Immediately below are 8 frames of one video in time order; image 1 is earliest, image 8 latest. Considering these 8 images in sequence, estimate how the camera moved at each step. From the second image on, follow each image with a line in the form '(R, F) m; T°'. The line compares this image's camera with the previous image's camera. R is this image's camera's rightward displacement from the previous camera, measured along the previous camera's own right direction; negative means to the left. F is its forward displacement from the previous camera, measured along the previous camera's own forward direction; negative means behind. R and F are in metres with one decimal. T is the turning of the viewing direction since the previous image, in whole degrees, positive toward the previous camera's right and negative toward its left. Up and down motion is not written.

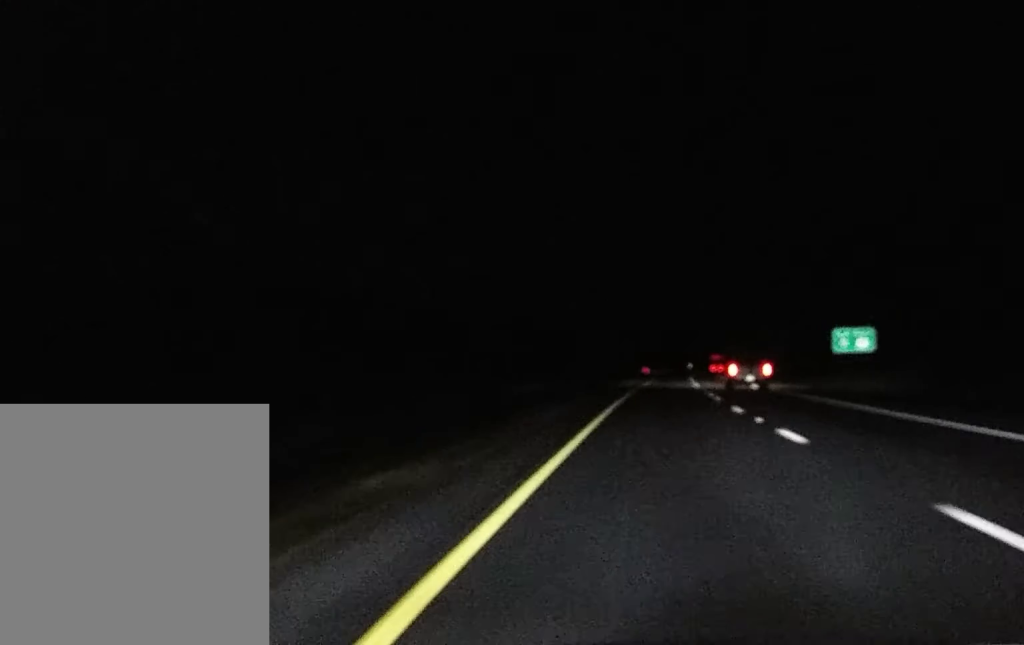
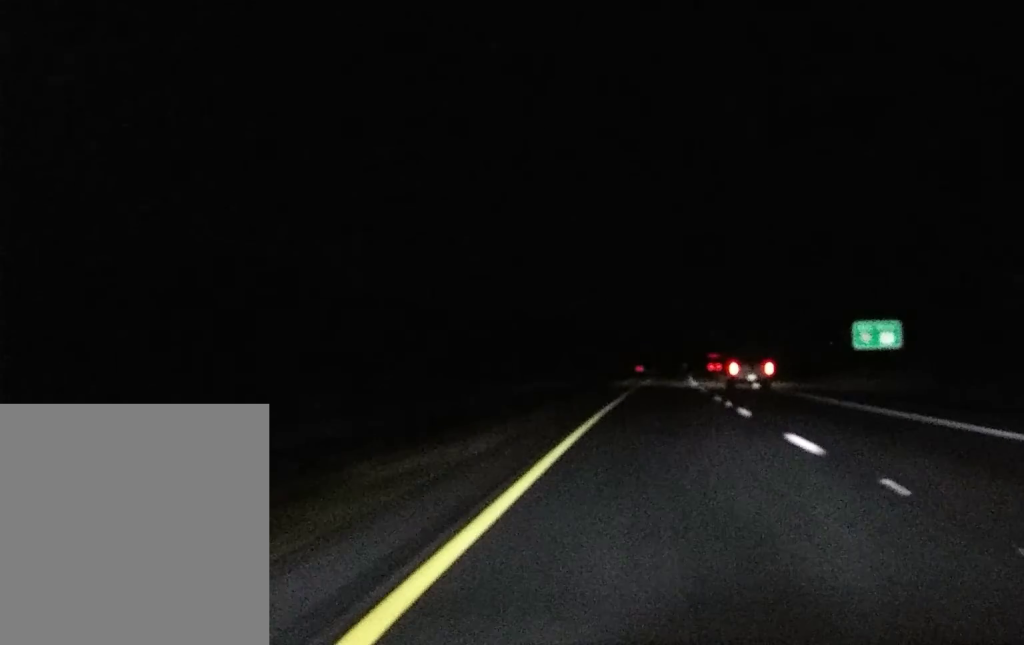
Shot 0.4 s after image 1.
(0.0, +19.8) m; 0°
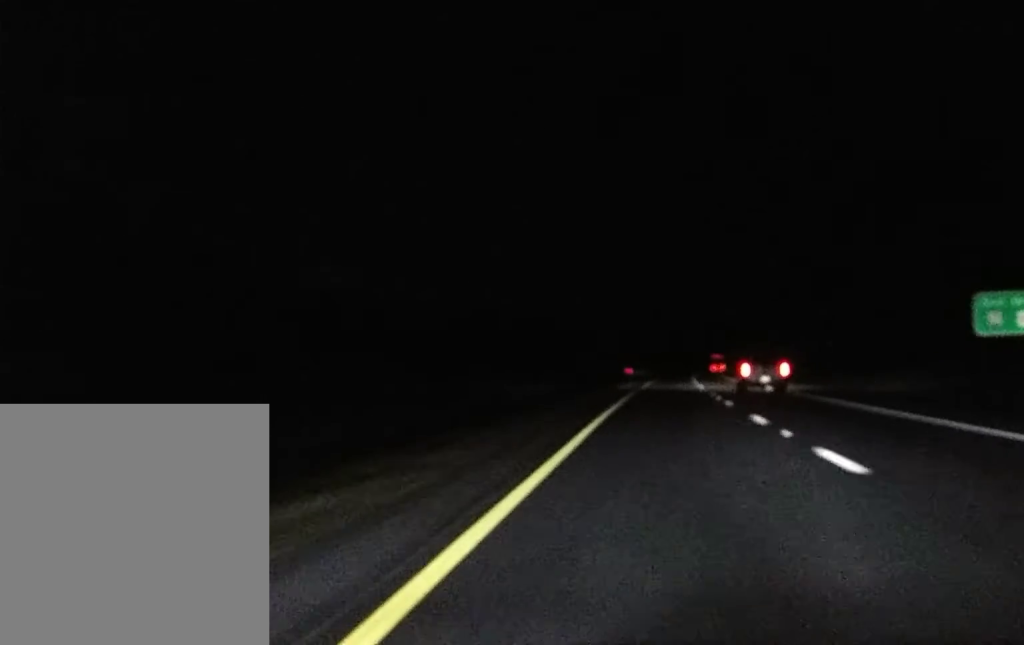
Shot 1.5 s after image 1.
(+0.3, +48.9) m; +1°
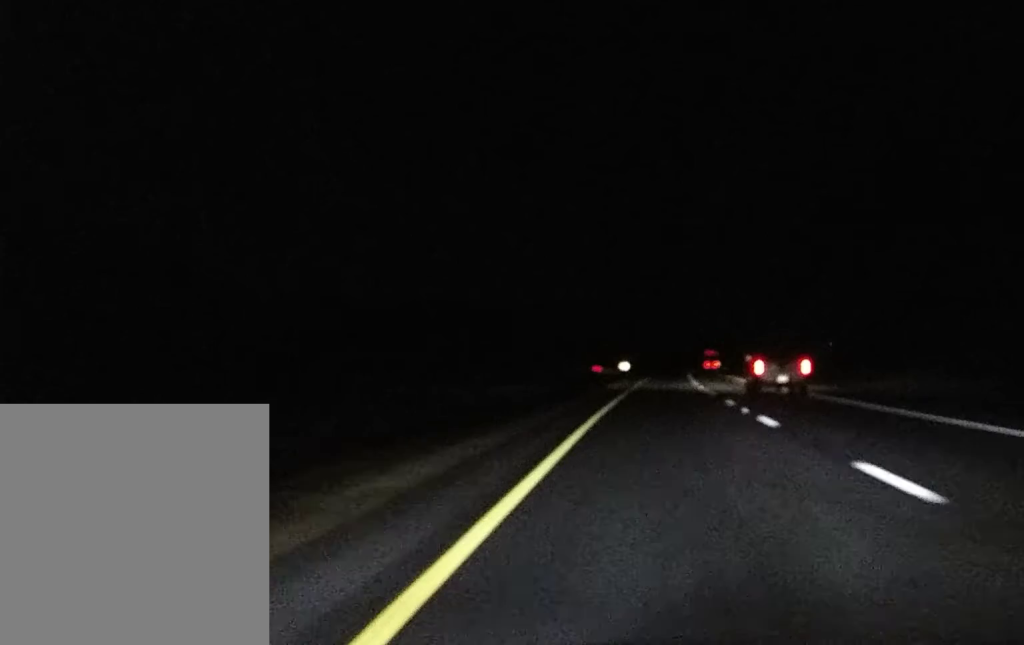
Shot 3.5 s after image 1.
(+1.9, +74.0) m; +2°
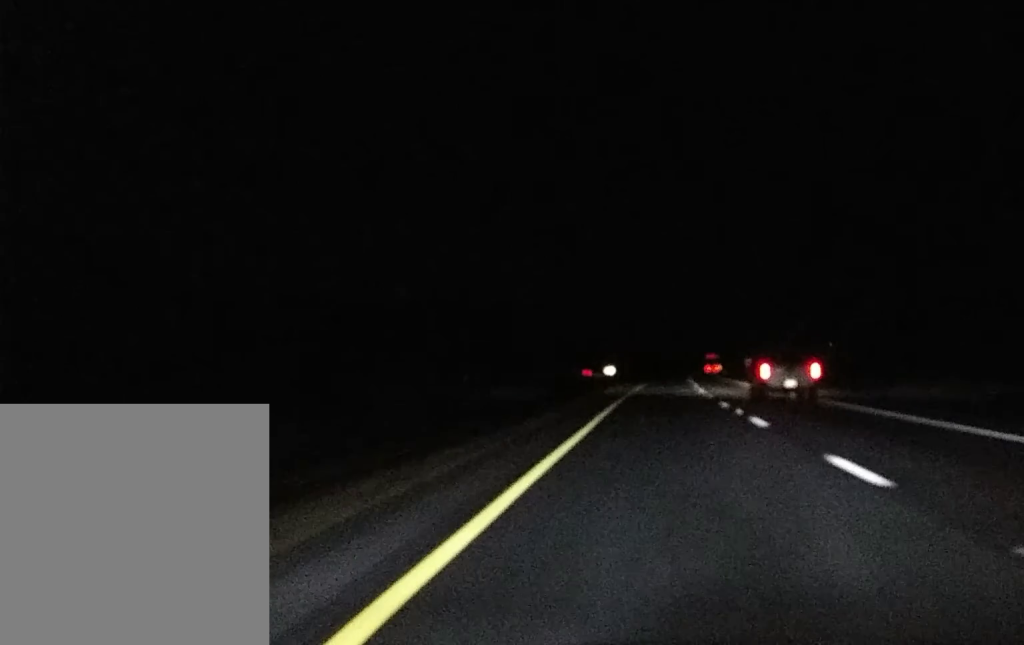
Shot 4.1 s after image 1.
(0.0, +21.7) m; 0°
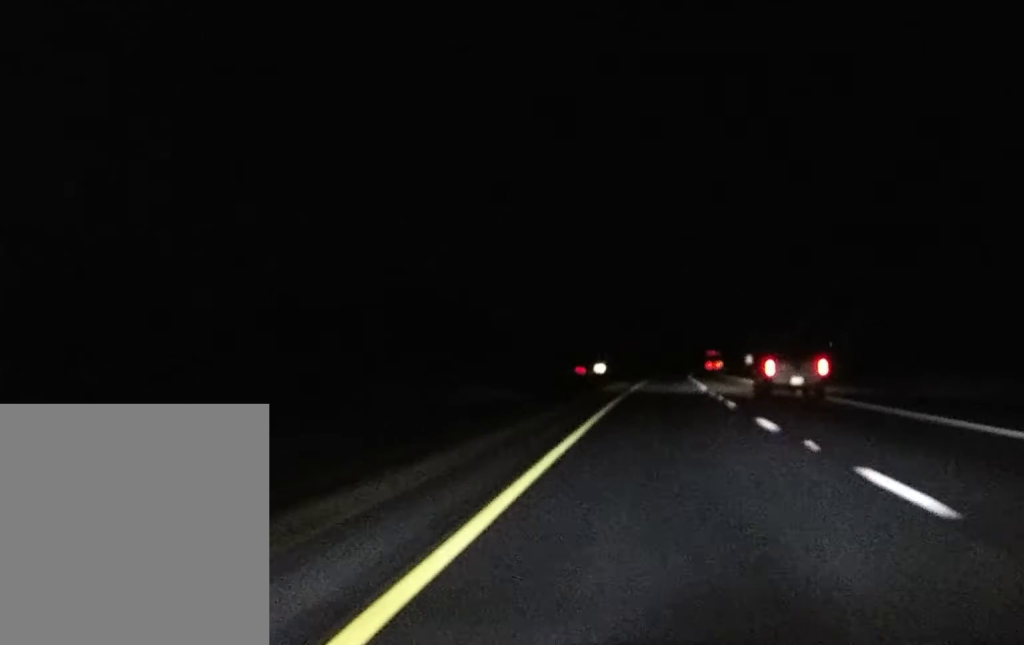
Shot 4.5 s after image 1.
(0.0, +14.7) m; 0°
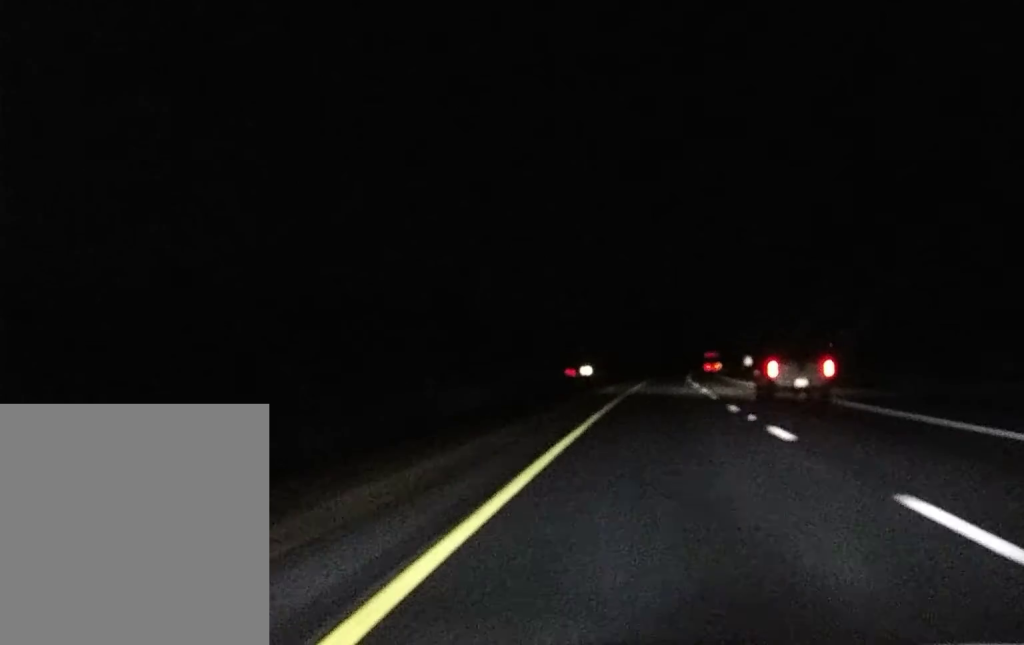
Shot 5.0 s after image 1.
(0.0, +14.5) m; 0°
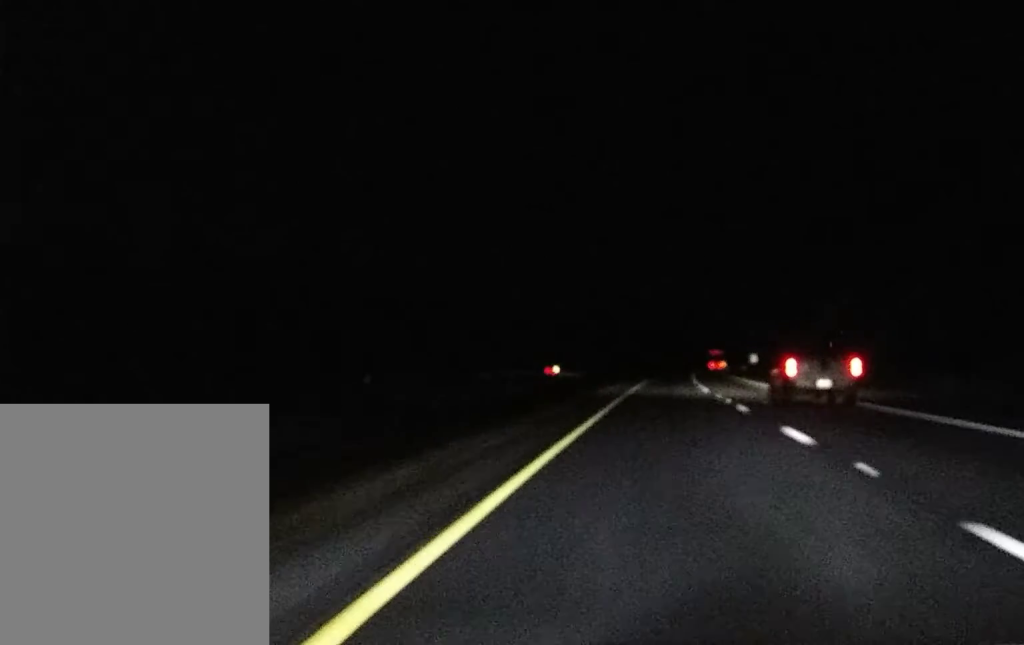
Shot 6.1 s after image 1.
(+0.2, +36.4) m; +1°
